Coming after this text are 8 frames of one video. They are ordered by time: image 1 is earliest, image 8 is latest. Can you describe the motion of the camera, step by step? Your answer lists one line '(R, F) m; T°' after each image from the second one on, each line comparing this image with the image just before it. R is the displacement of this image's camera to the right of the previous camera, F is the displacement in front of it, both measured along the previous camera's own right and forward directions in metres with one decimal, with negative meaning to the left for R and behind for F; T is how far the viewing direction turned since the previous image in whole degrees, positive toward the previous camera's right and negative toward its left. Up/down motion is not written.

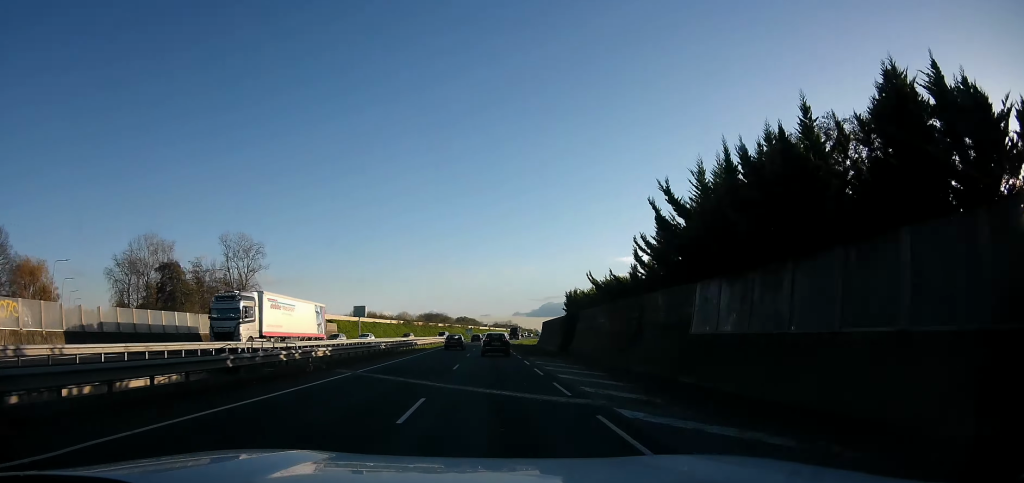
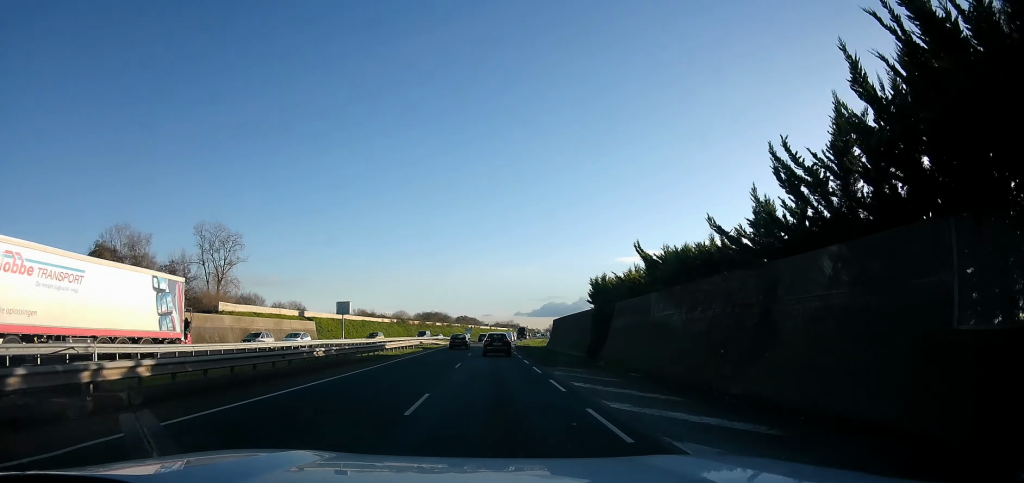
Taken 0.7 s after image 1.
(+0.1, +11.3) m; 0°
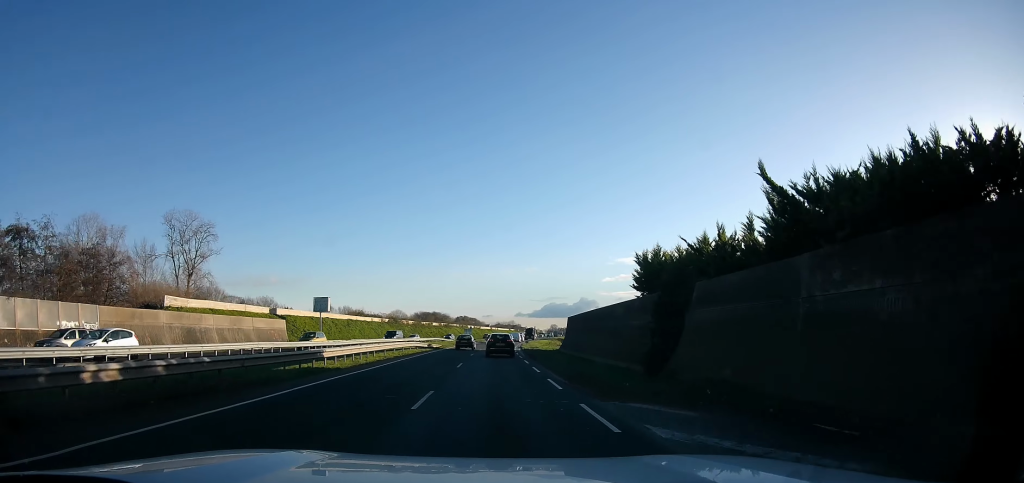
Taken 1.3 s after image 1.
(0.0, +11.4) m; -2°
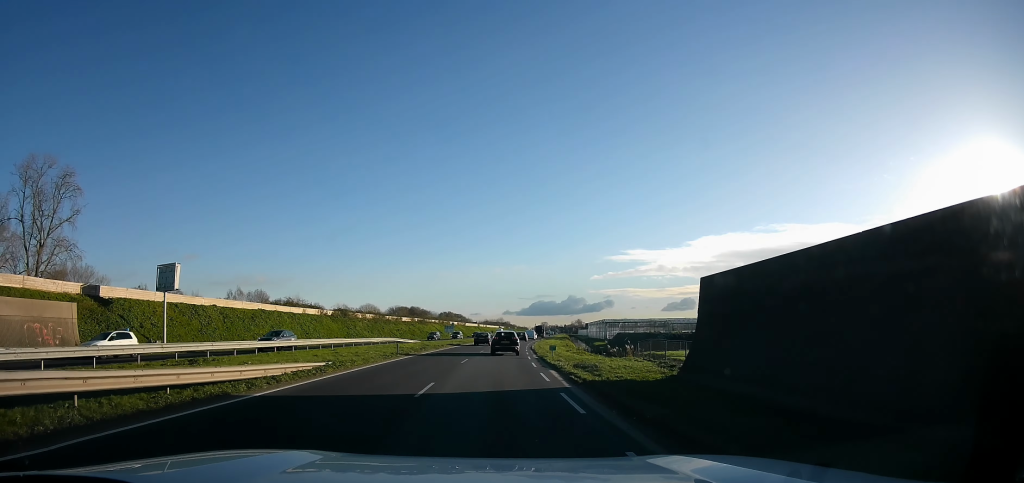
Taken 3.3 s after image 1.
(-0.3, +34.8) m; +2°
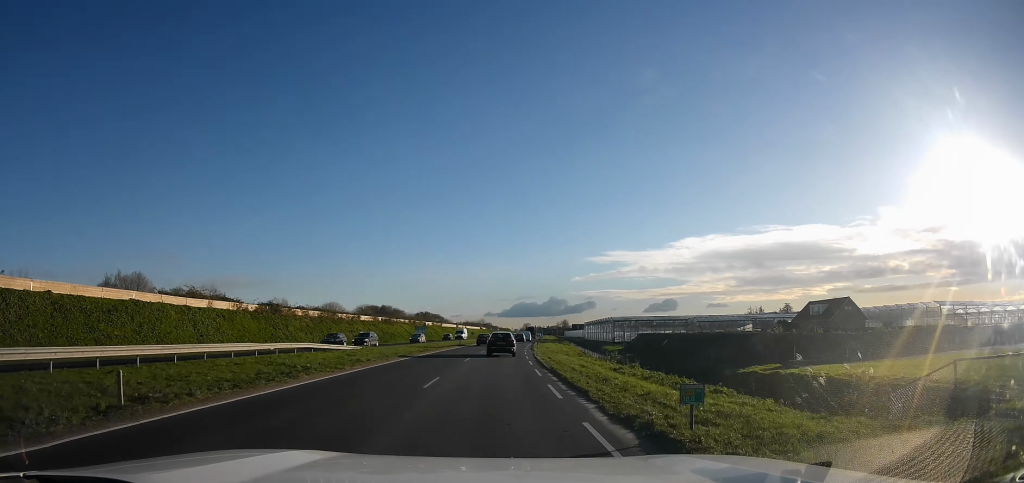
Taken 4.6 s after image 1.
(+0.2, +22.6) m; +1°
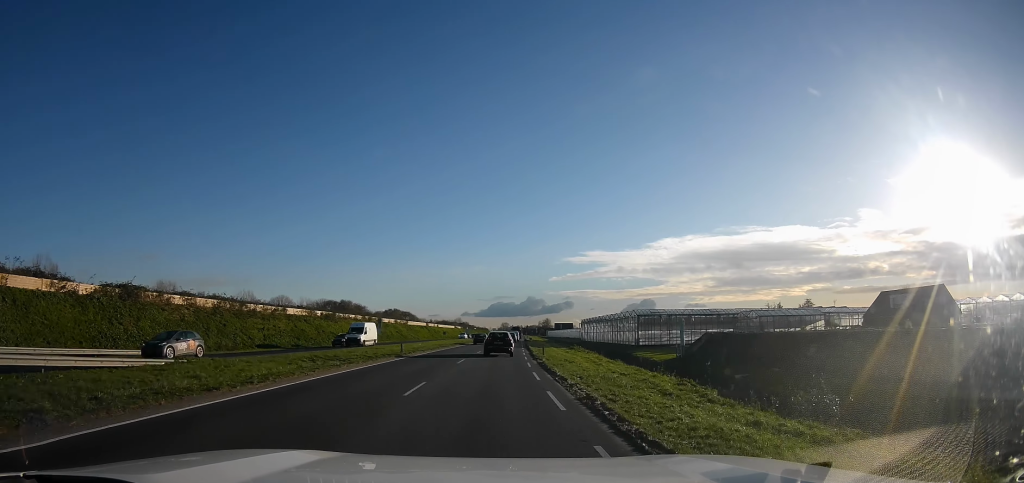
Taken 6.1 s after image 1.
(+0.5, +26.1) m; +3°
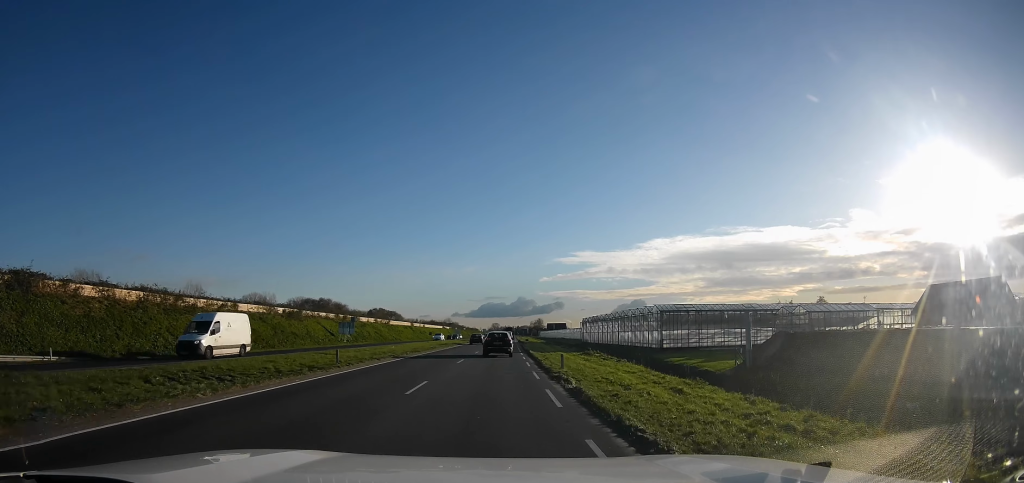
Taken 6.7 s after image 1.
(+0.2, +11.8) m; +1°
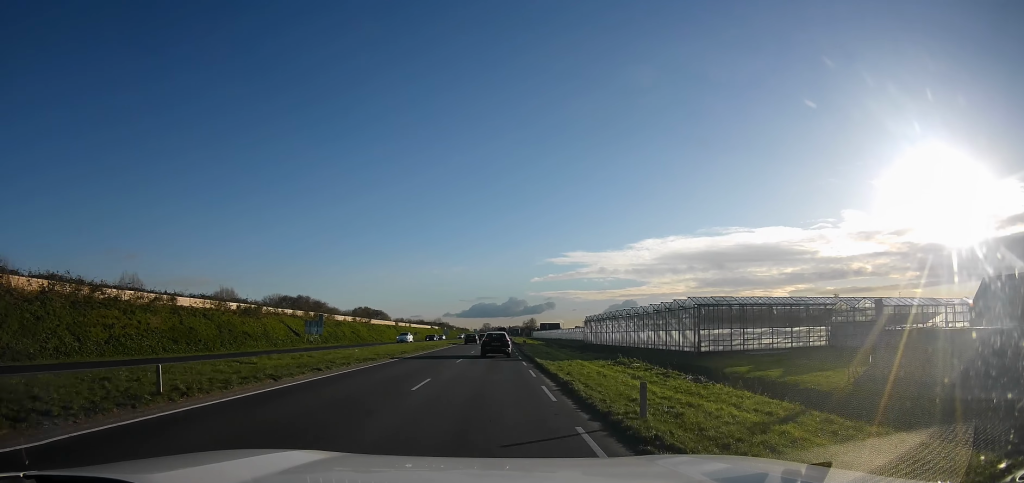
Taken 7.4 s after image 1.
(0.0, +11.2) m; 0°
